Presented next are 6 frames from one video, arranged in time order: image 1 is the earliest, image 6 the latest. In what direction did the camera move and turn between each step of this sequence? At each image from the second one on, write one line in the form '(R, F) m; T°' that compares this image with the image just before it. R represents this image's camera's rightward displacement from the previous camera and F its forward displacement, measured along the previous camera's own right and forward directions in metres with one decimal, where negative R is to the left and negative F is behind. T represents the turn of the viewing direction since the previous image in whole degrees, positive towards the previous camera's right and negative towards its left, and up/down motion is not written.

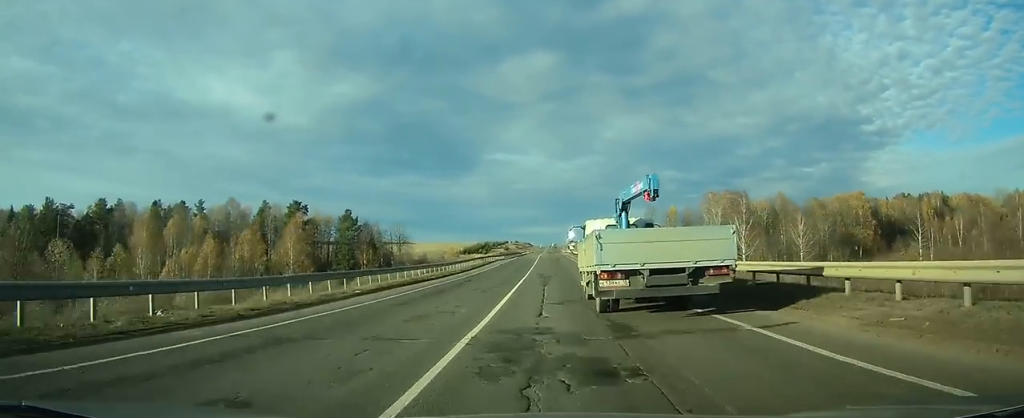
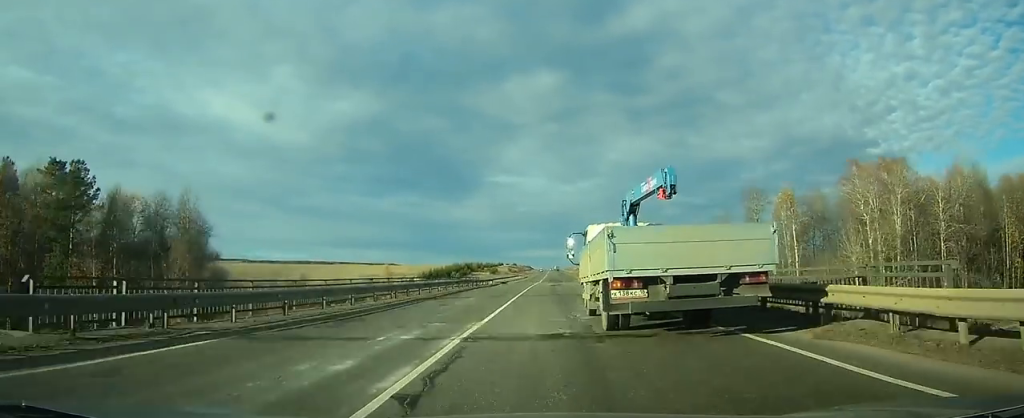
(+0.2, +98.0) m; 0°
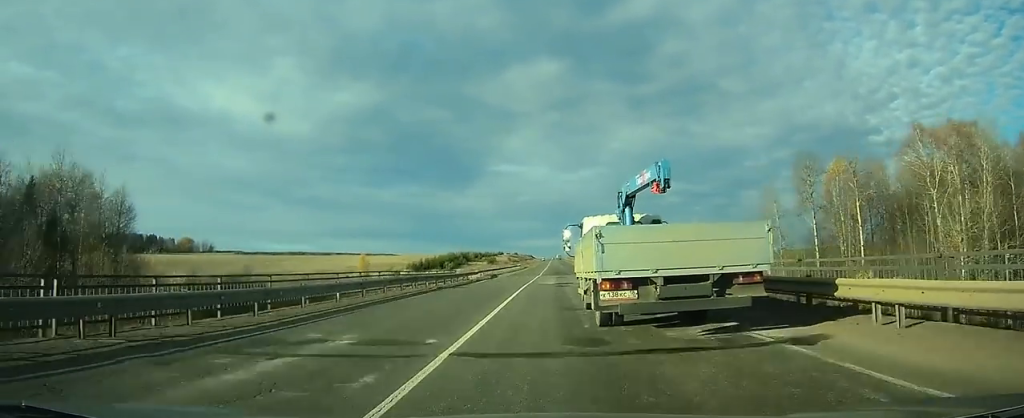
(+0.1, +20.7) m; 0°
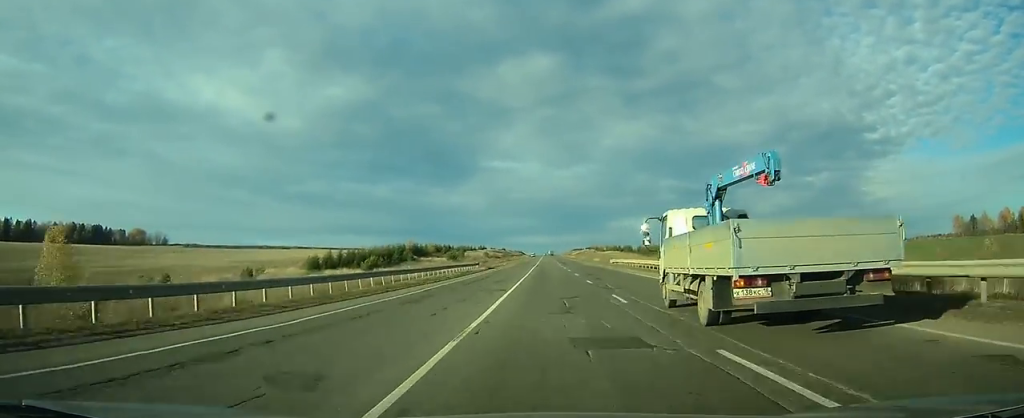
(+0.1, +81.5) m; +1°
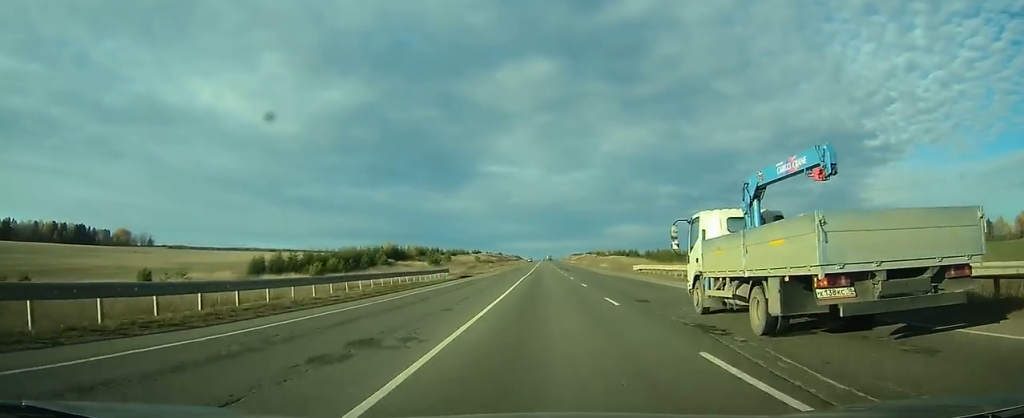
(+0.1, +23.6) m; 0°
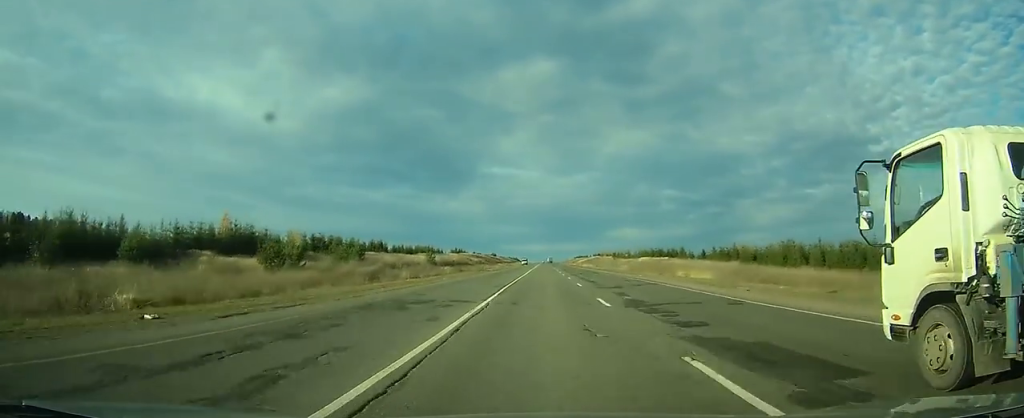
(-0.3, +82.8) m; 0°
